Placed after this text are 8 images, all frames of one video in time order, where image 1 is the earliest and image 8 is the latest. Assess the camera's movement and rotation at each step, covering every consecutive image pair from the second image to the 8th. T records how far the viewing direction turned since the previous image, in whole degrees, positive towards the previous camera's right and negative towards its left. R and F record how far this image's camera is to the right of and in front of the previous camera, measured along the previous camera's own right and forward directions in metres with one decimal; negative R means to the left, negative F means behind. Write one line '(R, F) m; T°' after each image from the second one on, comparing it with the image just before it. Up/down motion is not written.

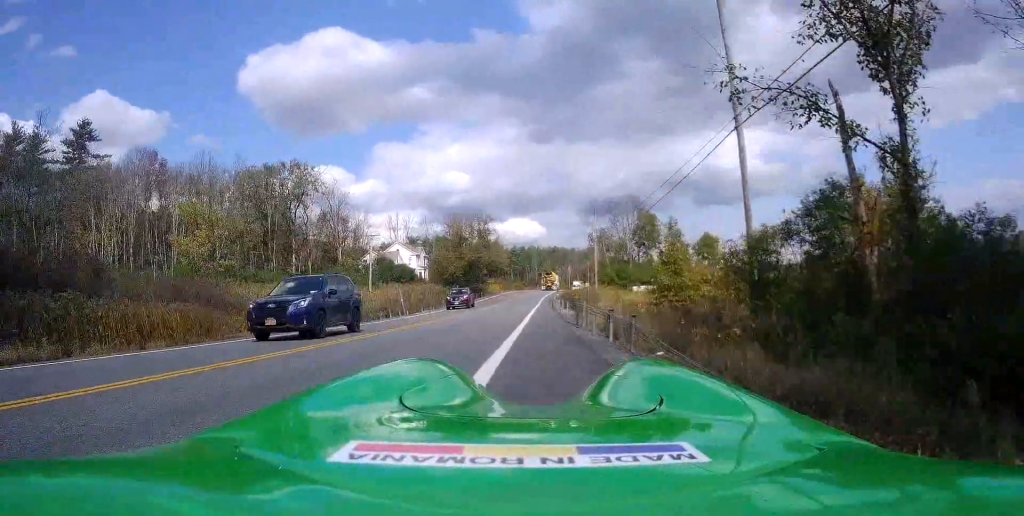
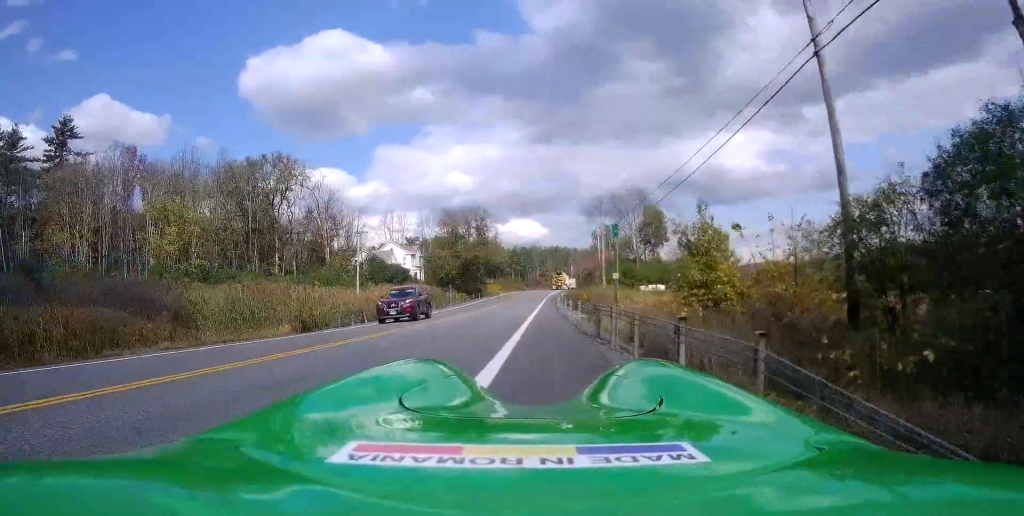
(-0.1, +5.3) m; -1°
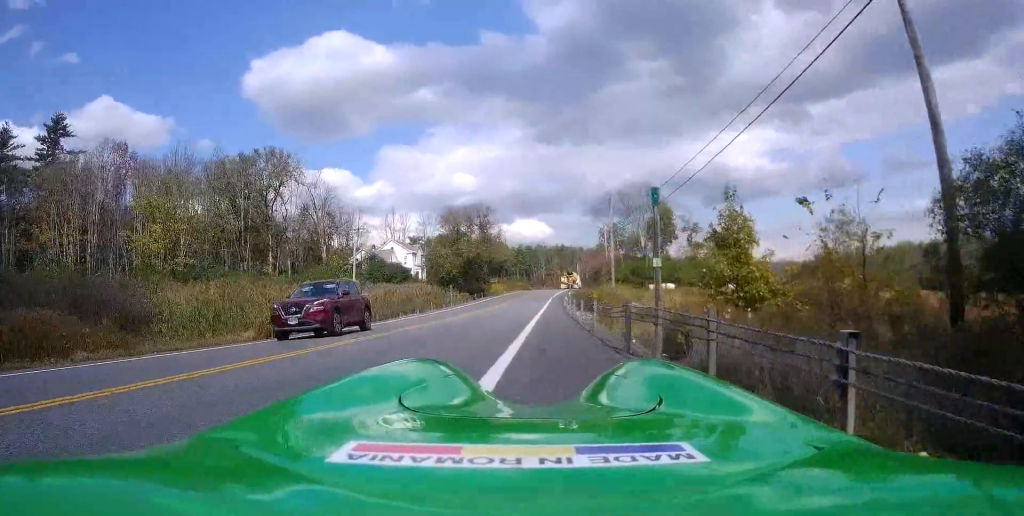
(-0.1, +3.1) m; -1°
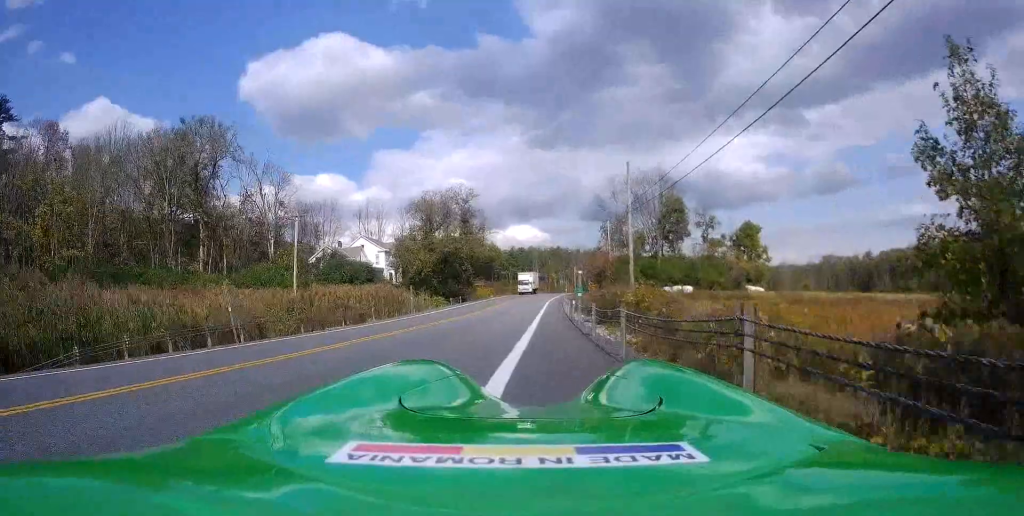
(-0.1, +12.6) m; -3°
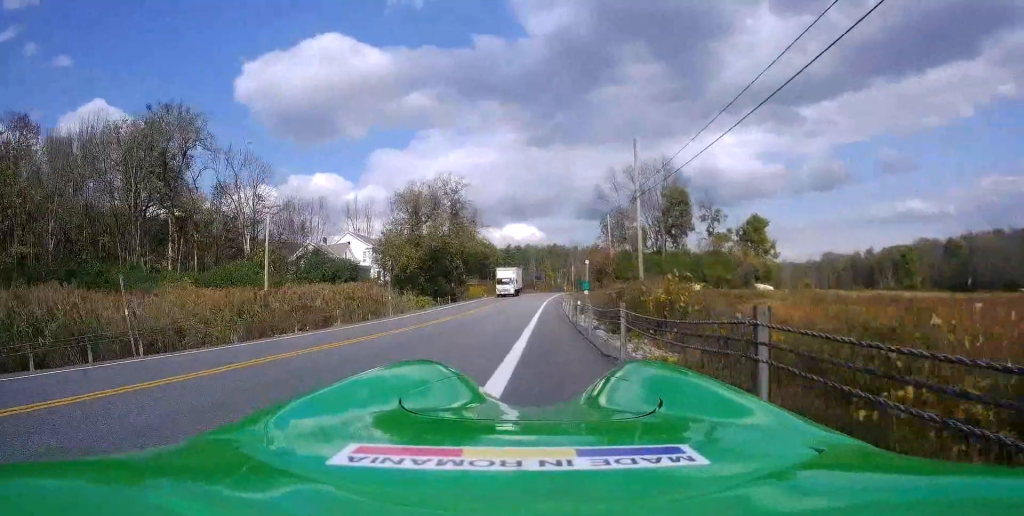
(-0.1, +4.4) m; -1°
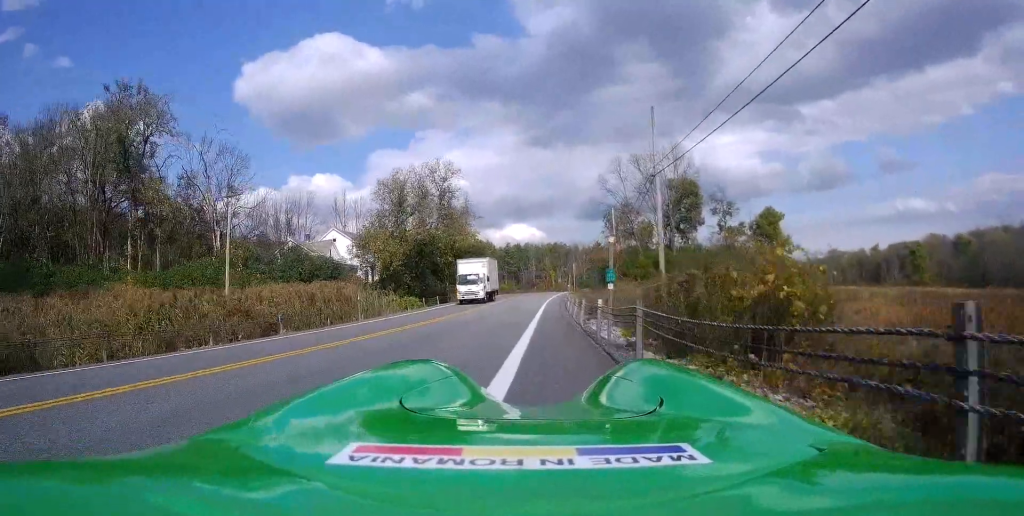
(-0.1, +11.8) m; 0°
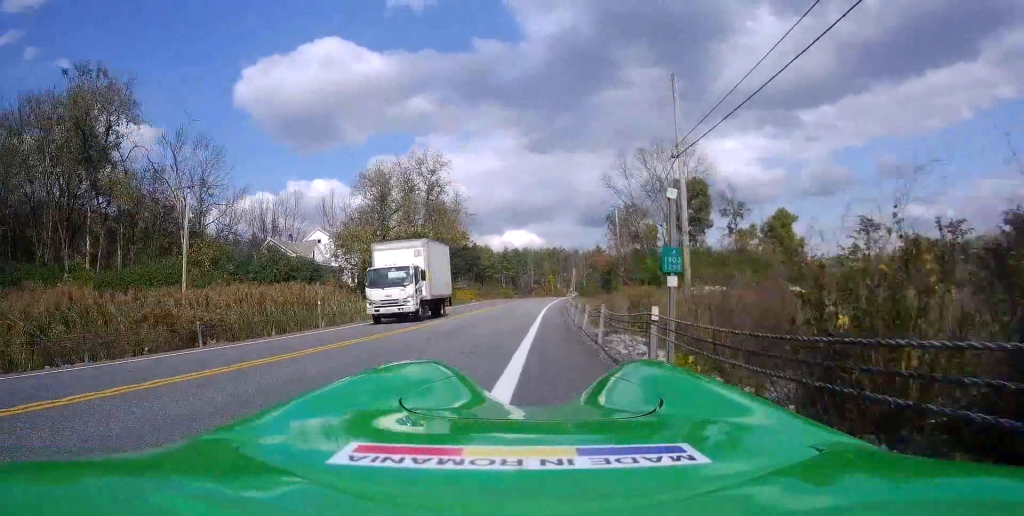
(0.0, +4.8) m; +1°
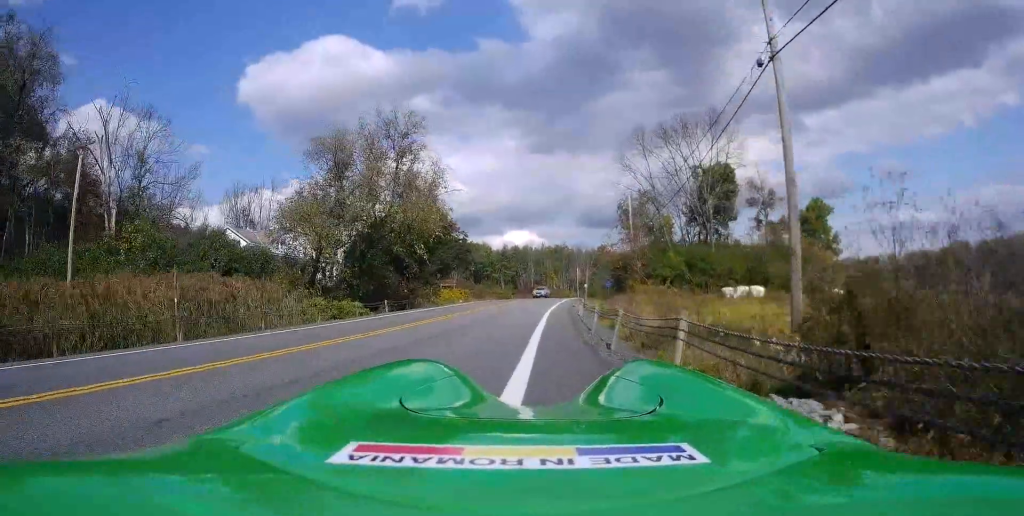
(+0.2, +10.2) m; +1°
